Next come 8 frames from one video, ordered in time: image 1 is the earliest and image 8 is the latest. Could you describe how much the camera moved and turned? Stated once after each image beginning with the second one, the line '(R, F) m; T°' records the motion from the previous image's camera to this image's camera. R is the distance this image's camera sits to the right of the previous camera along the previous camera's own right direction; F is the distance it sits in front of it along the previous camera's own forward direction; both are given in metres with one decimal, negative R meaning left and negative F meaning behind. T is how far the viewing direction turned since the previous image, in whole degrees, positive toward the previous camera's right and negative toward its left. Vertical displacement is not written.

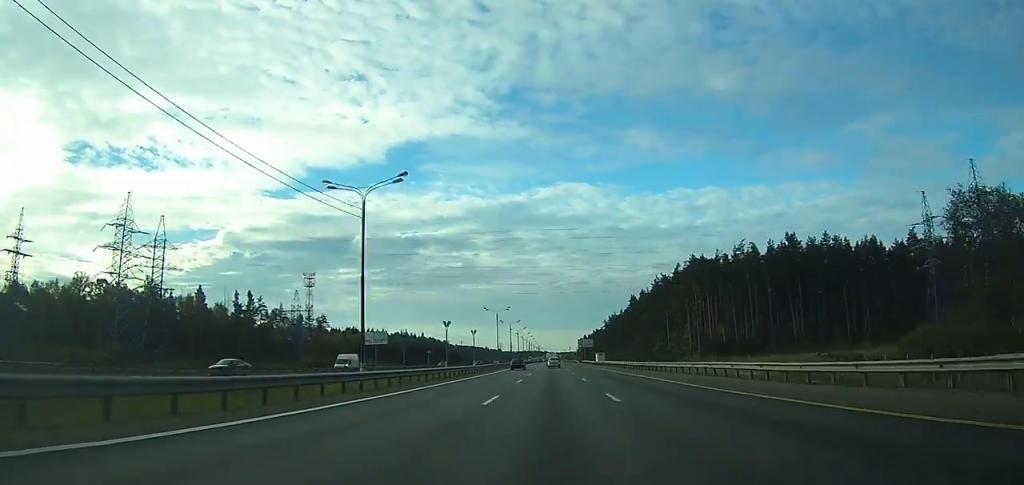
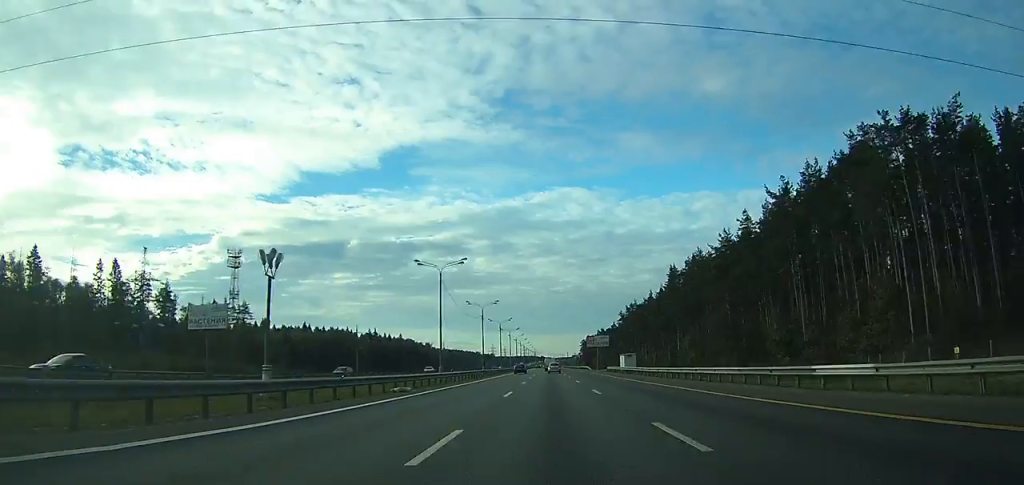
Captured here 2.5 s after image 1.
(+0.1, +70.9) m; 0°
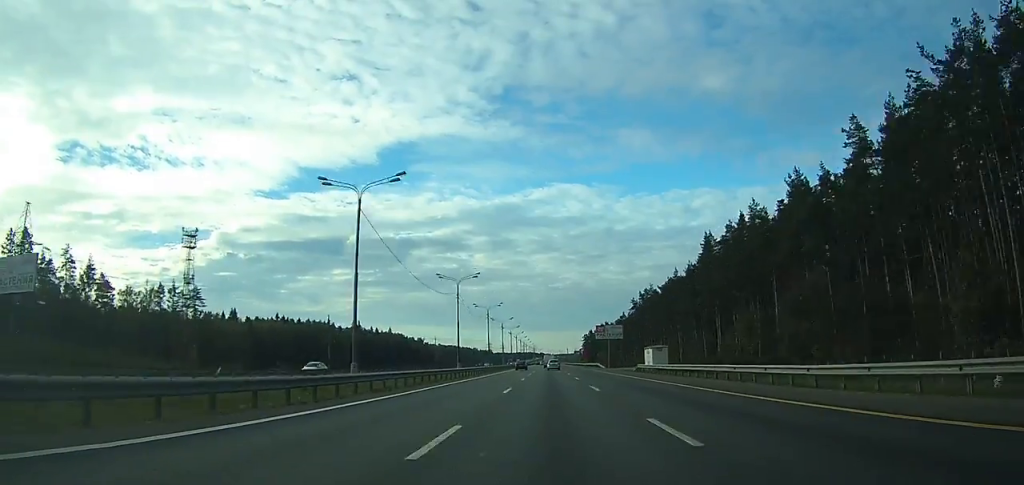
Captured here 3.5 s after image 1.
(+0.1, +31.3) m; 0°
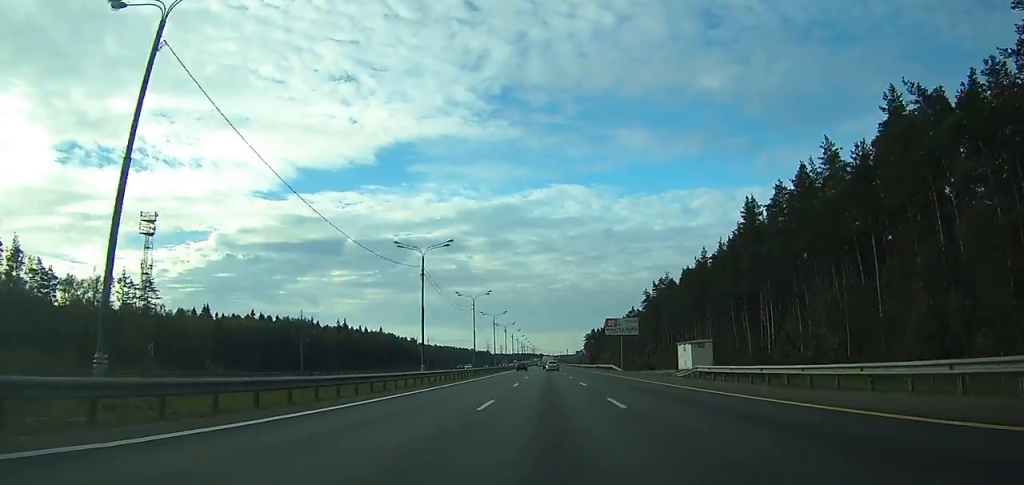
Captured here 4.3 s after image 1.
(0.0, +23.5) m; 0°
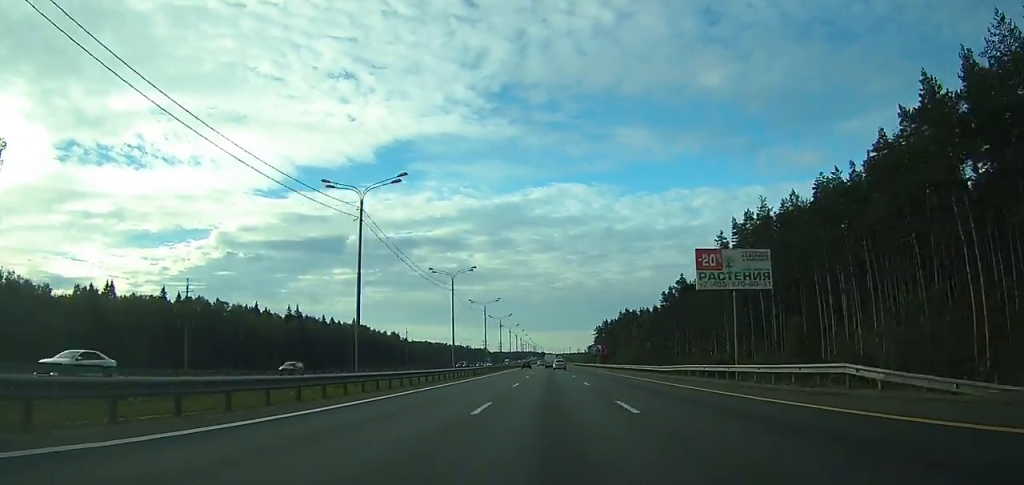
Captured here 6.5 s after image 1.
(-0.1, +64.9) m; 0°
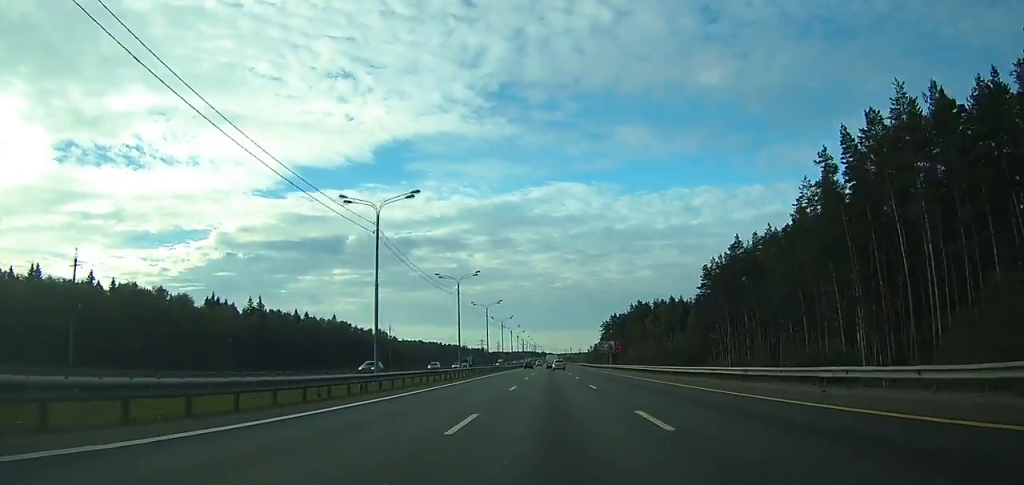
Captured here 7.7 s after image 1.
(-0.1, +35.4) m; 0°
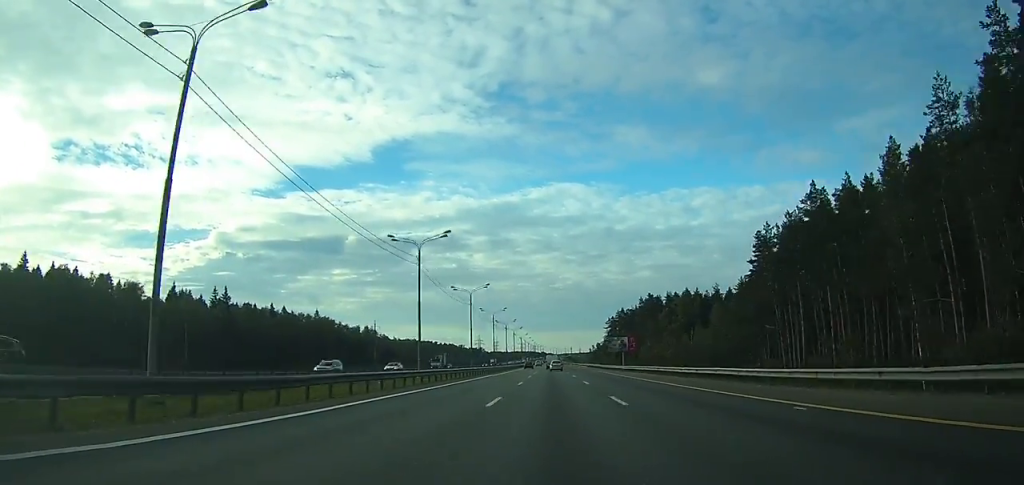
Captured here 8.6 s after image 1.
(-0.1, +25.6) m; 0°
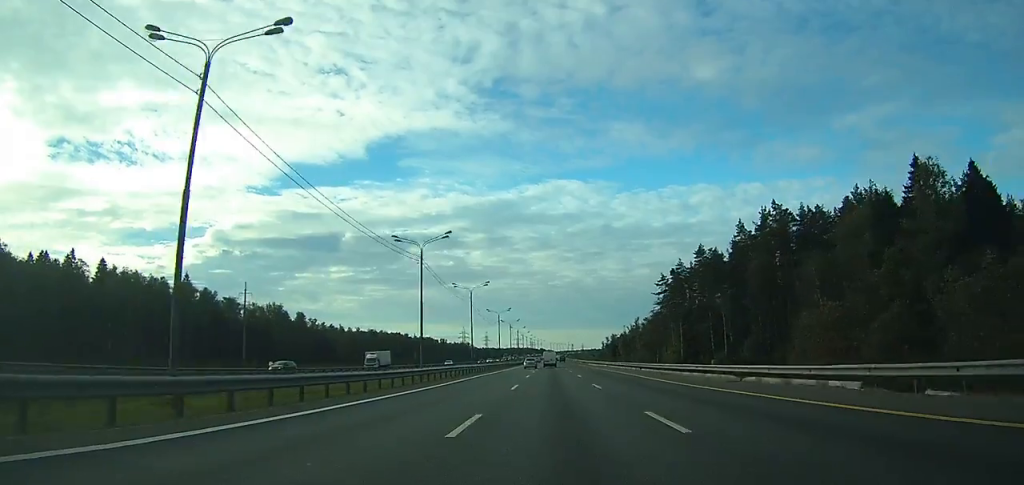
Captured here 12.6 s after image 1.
(-0.3, +119.2) m; 0°
